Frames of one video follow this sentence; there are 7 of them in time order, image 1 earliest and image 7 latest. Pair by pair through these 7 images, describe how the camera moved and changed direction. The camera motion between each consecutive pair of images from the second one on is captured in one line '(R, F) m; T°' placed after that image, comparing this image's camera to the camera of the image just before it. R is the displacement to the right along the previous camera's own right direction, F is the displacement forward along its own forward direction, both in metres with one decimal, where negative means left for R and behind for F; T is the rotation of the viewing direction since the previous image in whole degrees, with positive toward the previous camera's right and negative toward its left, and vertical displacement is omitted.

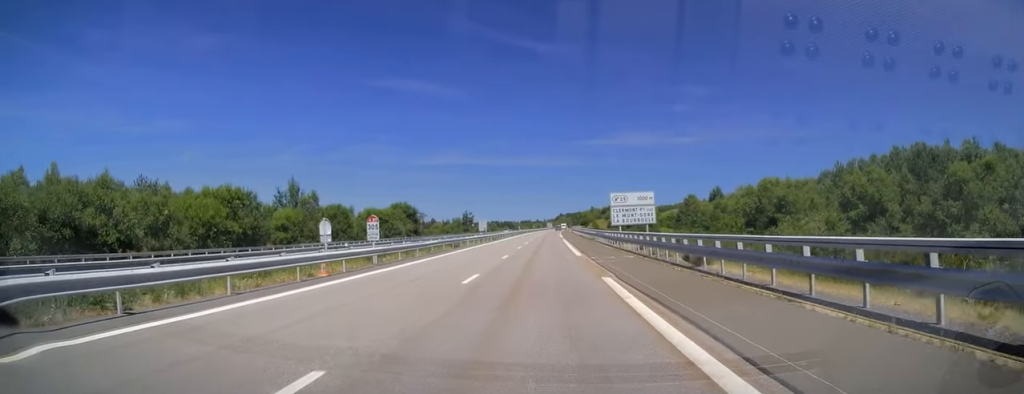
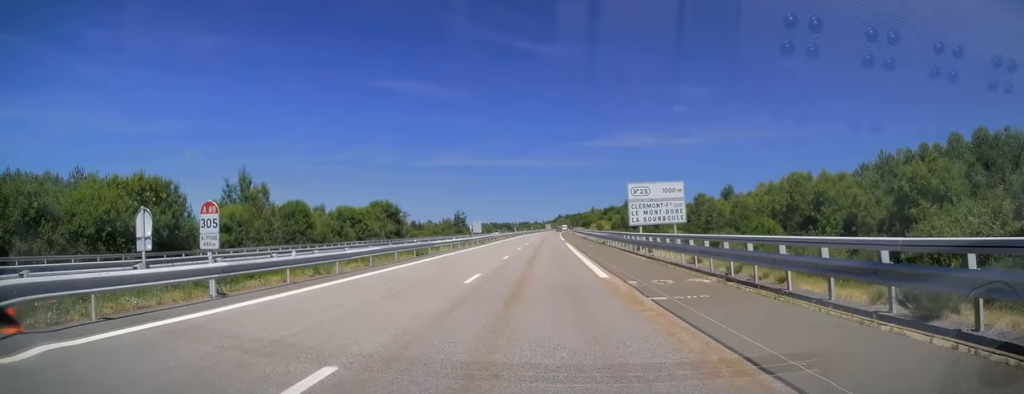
(+0.1, +12.7) m; 0°
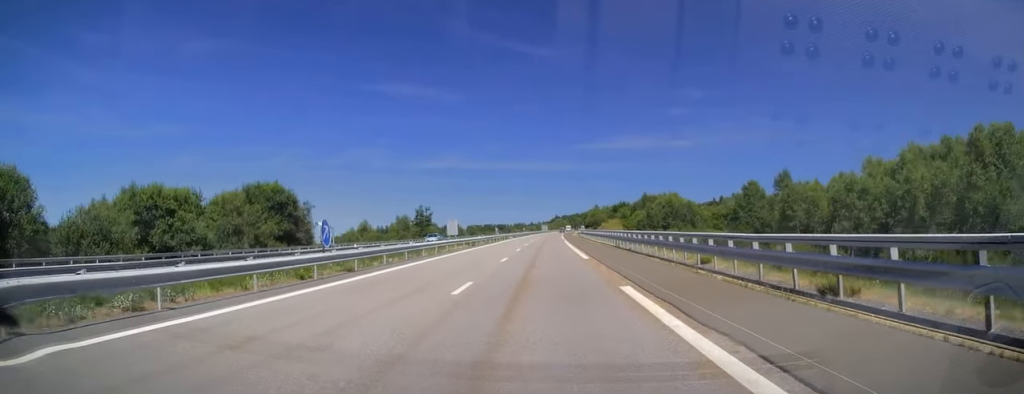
(-0.1, +42.1) m; 0°
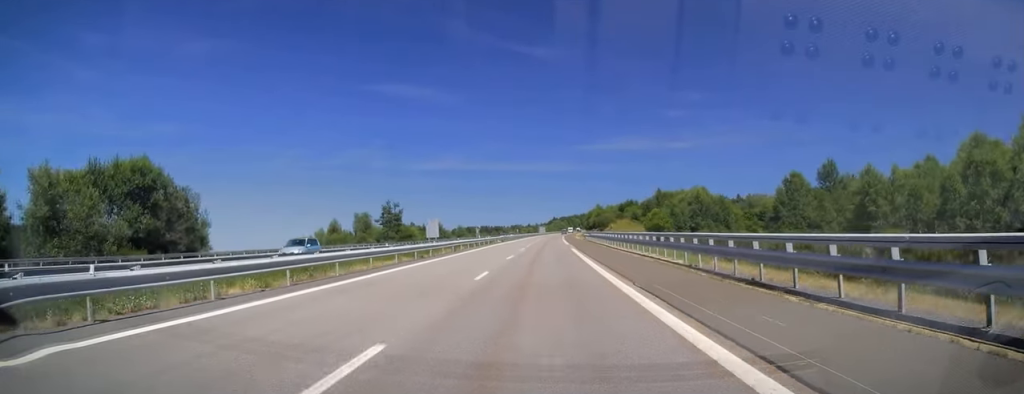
(+0.2, +22.0) m; 0°
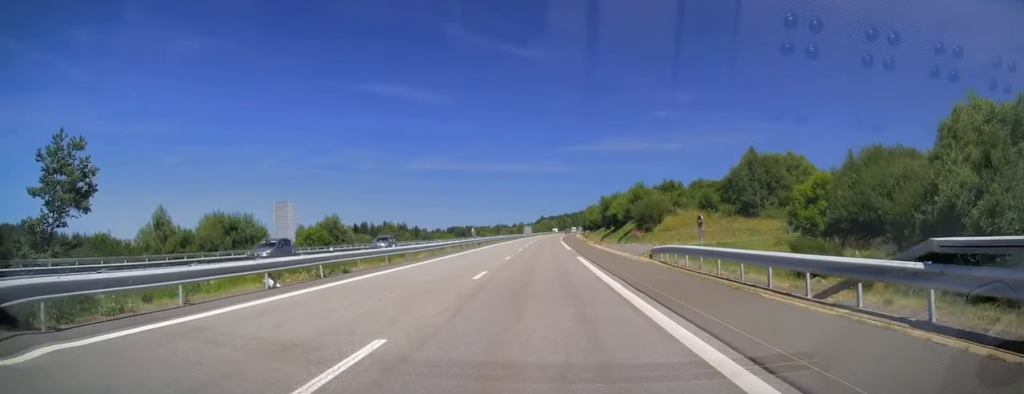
(+0.4, +65.0) m; +1°
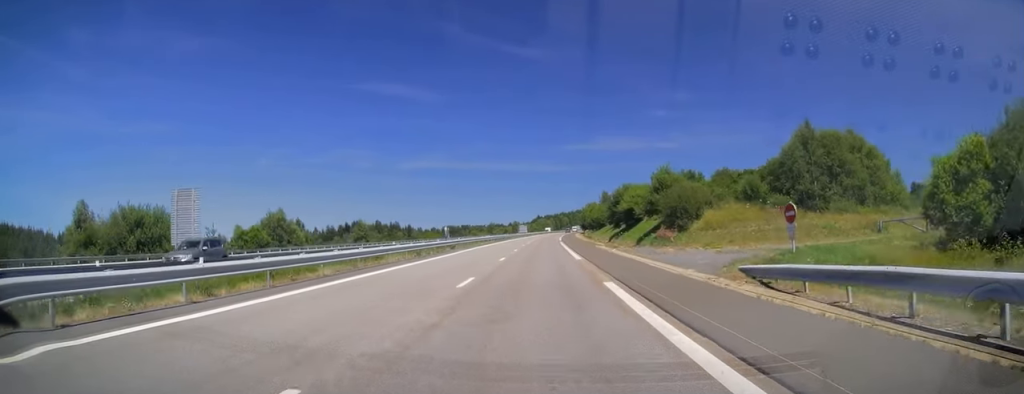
(+0.1, +15.6) m; 0°
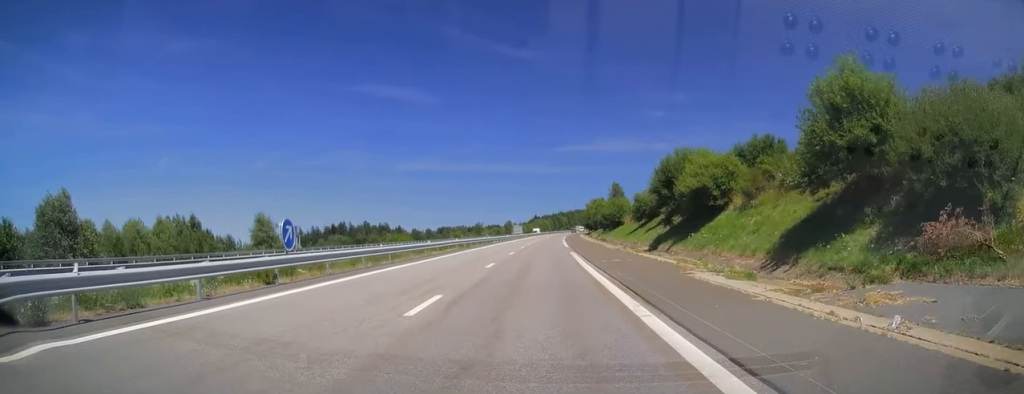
(-0.1, +31.3) m; 0°
